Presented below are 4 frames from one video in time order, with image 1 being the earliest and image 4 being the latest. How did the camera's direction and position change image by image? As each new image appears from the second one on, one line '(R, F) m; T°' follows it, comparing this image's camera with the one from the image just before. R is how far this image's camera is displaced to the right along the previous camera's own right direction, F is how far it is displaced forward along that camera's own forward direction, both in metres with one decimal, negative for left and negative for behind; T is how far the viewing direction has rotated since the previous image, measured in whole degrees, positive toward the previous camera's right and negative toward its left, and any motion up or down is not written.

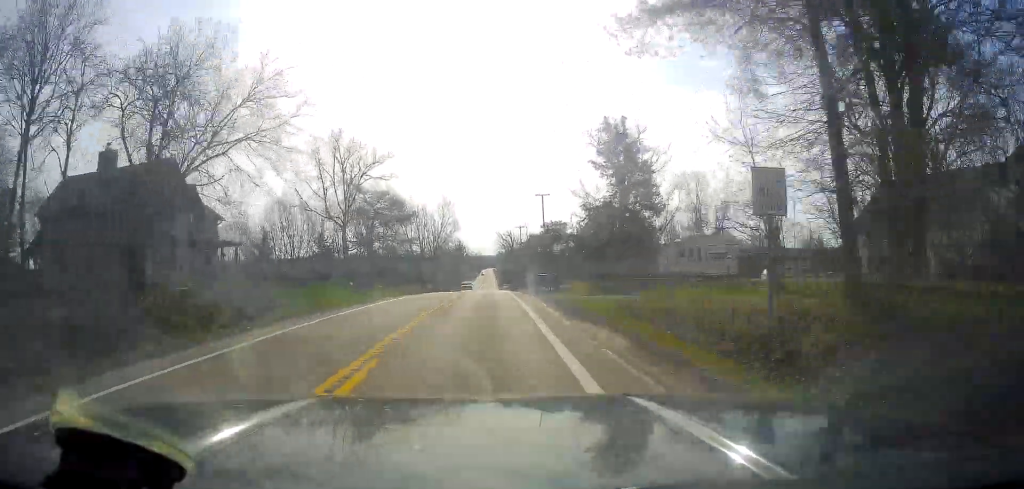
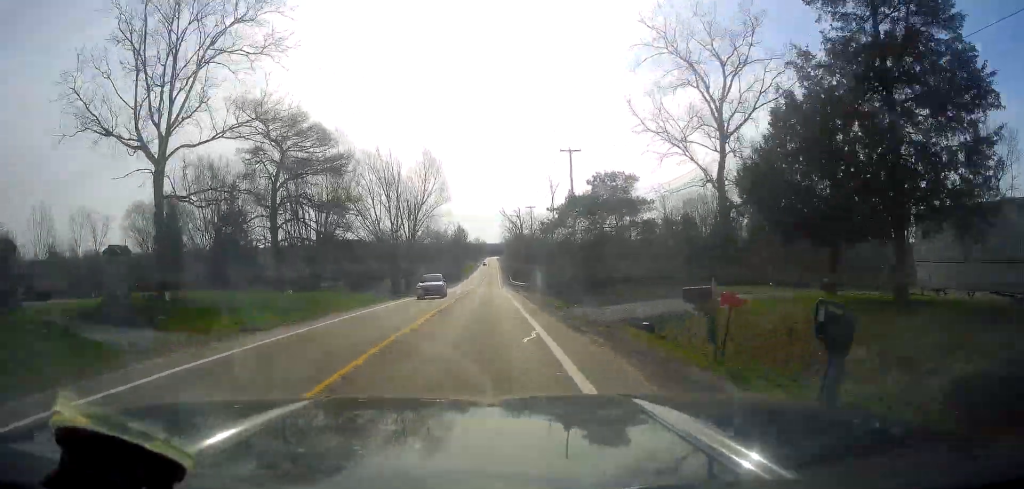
(+0.2, +31.2) m; +1°
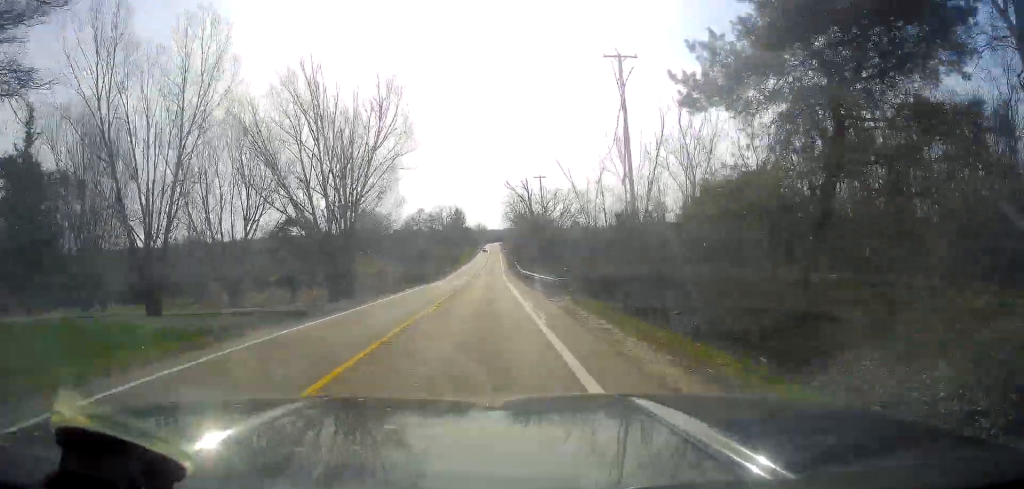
(+0.3, +27.4) m; -1°
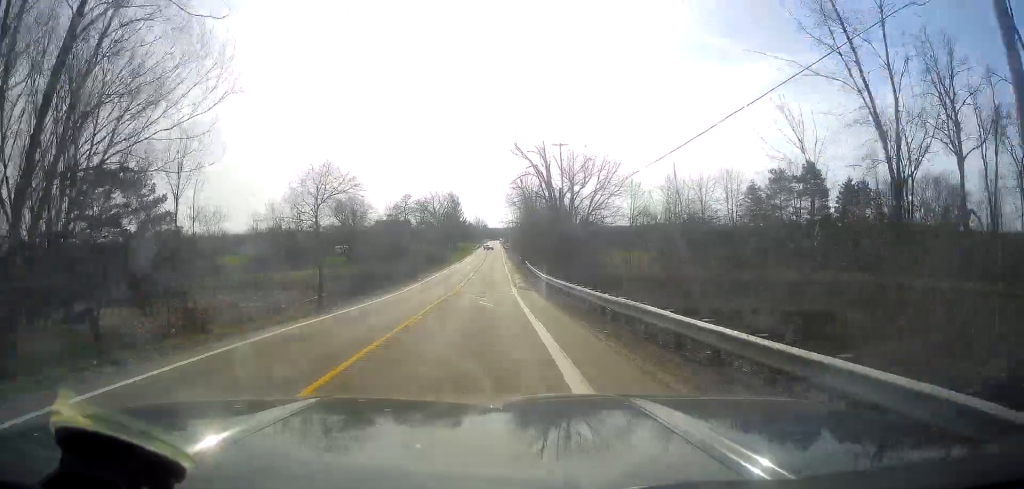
(-1.0, +30.8) m; -2°
